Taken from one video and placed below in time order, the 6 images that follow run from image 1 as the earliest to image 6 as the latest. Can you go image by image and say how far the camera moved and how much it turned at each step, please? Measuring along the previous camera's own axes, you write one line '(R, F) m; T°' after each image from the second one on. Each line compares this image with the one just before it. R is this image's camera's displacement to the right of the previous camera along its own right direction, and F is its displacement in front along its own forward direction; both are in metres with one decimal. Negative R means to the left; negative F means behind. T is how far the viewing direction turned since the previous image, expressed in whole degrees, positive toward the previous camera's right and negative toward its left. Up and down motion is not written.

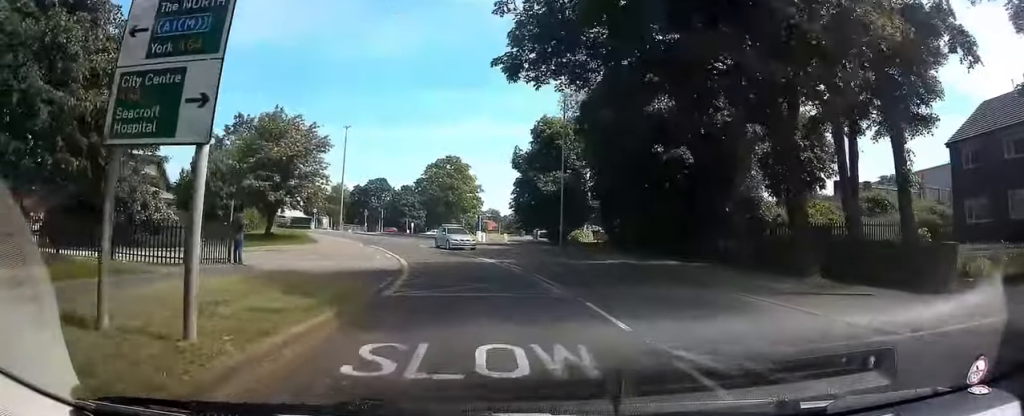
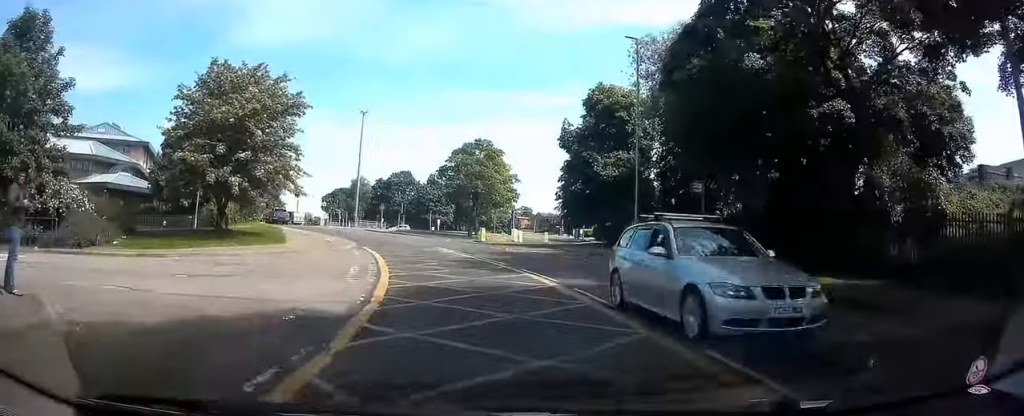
(0.0, +11.5) m; -3°
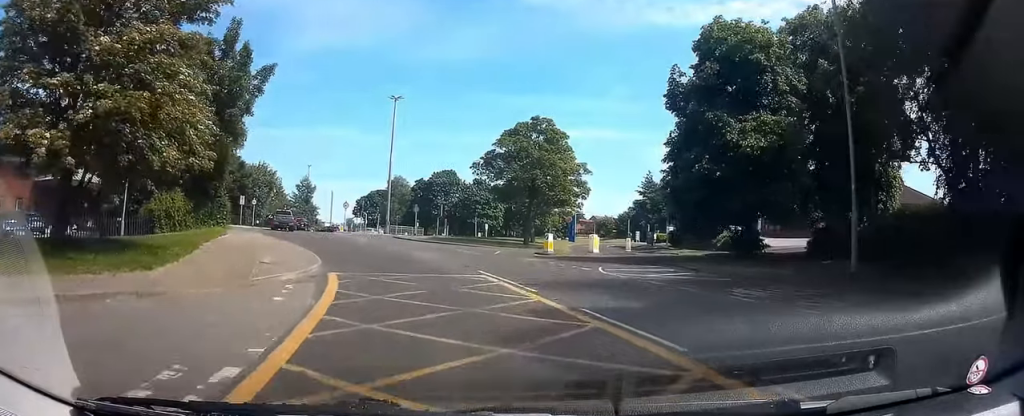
(-0.8, +14.3) m; -4°
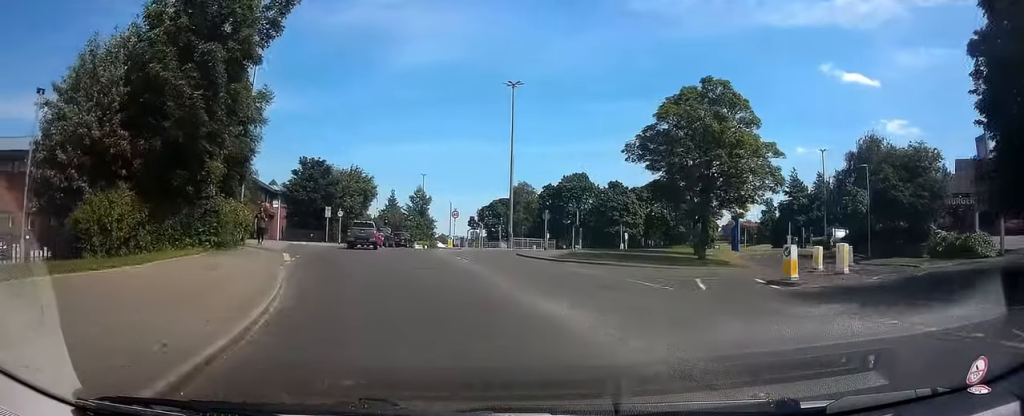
(0.0, +15.5) m; -2°
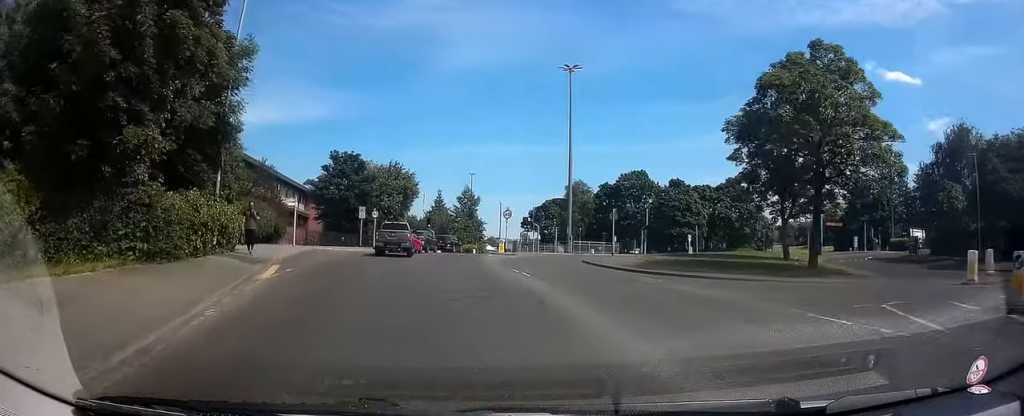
(-0.4, +7.8) m; -8°
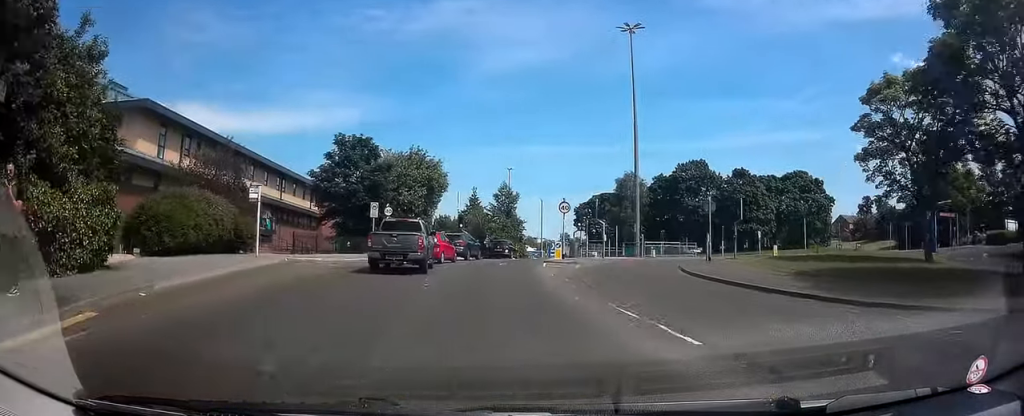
(-1.2, +11.7) m; -6°
